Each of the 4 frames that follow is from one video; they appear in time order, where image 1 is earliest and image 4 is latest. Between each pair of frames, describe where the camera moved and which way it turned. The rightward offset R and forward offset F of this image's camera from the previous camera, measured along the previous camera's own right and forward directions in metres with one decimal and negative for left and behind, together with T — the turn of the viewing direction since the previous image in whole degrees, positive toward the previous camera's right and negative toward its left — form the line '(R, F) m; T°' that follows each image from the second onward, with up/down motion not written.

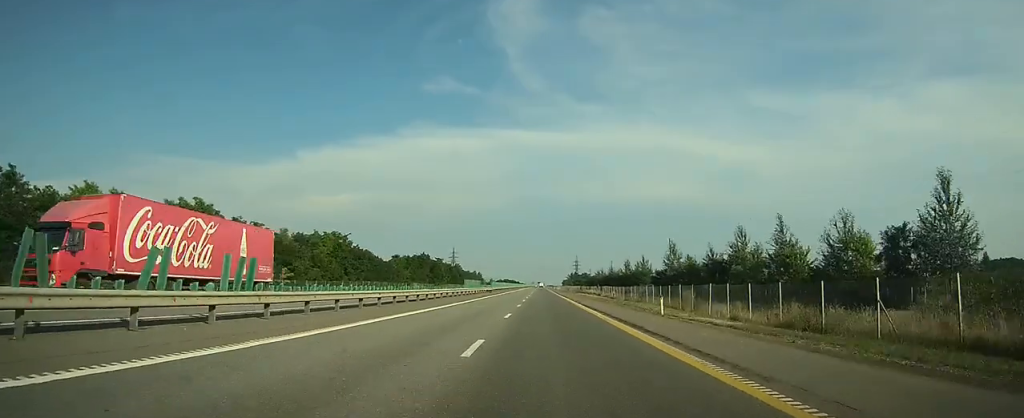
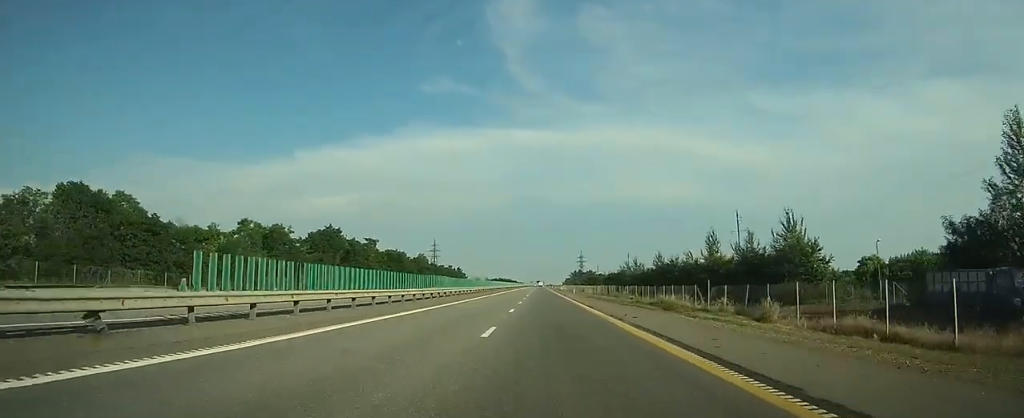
(-0.2, +81.8) m; 0°
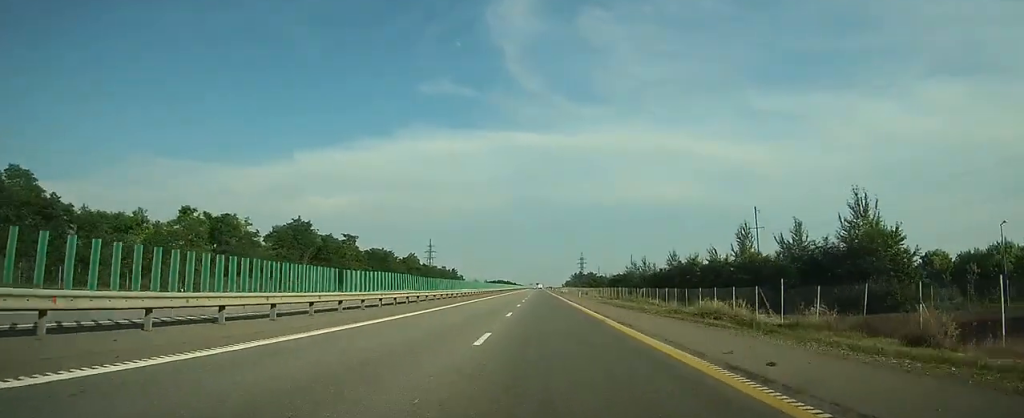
(0.0, +13.5) m; 0°
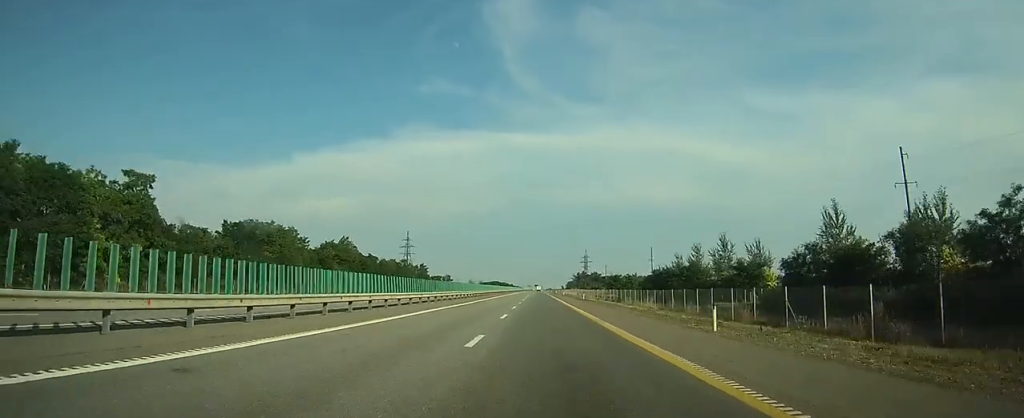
(+0.1, +60.6) m; 0°
